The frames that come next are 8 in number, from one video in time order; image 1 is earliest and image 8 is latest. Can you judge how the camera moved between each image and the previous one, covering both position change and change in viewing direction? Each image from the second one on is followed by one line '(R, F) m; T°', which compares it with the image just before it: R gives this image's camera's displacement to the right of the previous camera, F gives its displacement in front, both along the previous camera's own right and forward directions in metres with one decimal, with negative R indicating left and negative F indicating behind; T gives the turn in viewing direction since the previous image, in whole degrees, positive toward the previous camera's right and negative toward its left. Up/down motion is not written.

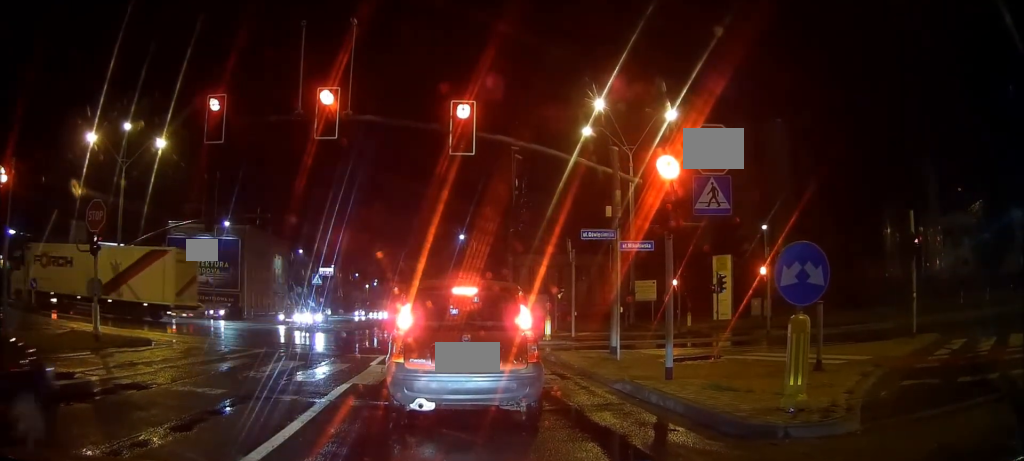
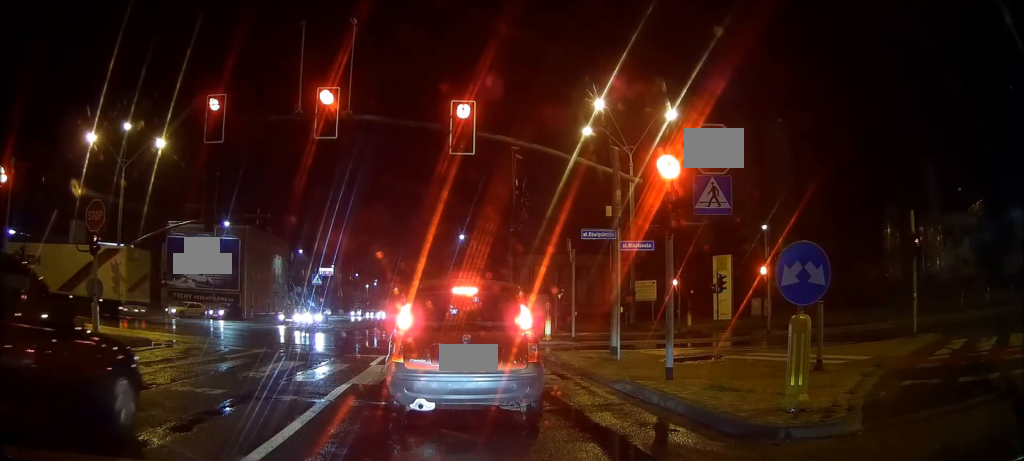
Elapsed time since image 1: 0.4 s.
(0.0, 0.0) m; 0°
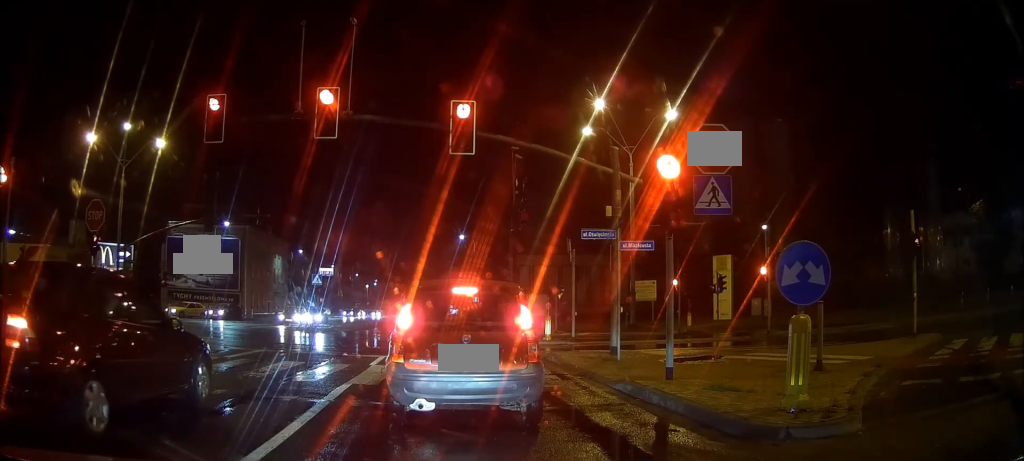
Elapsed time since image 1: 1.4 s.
(0.0, 0.0) m; 0°
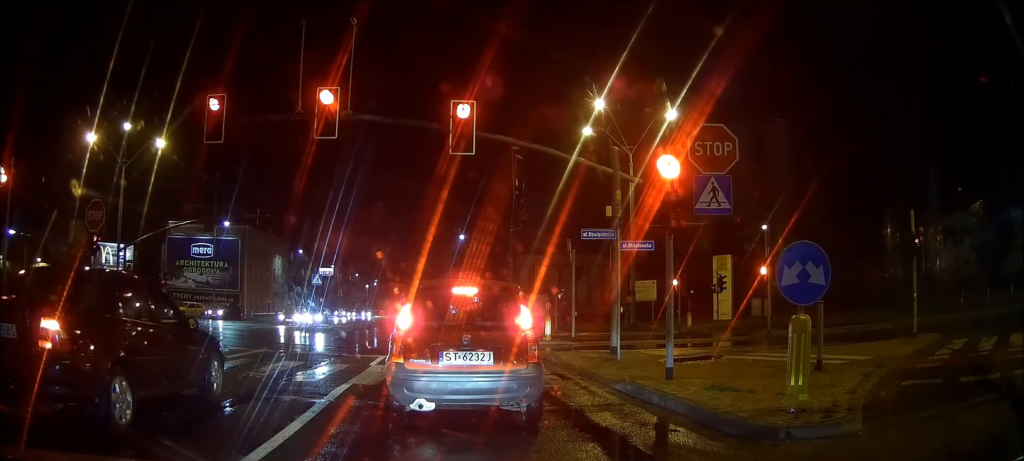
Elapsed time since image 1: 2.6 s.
(0.0, 0.0) m; 0°
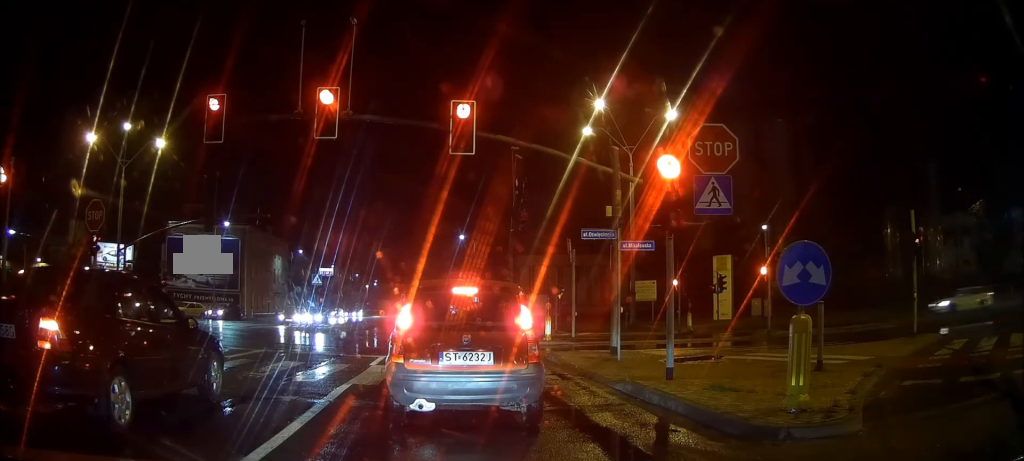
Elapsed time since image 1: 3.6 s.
(0.0, +0.1) m; 0°
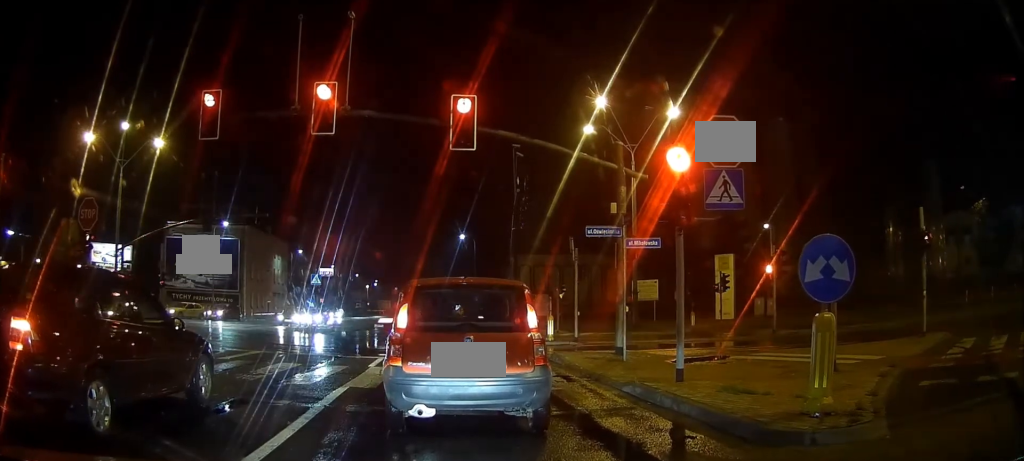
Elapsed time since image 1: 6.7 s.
(0.0, +0.3) m; 0°
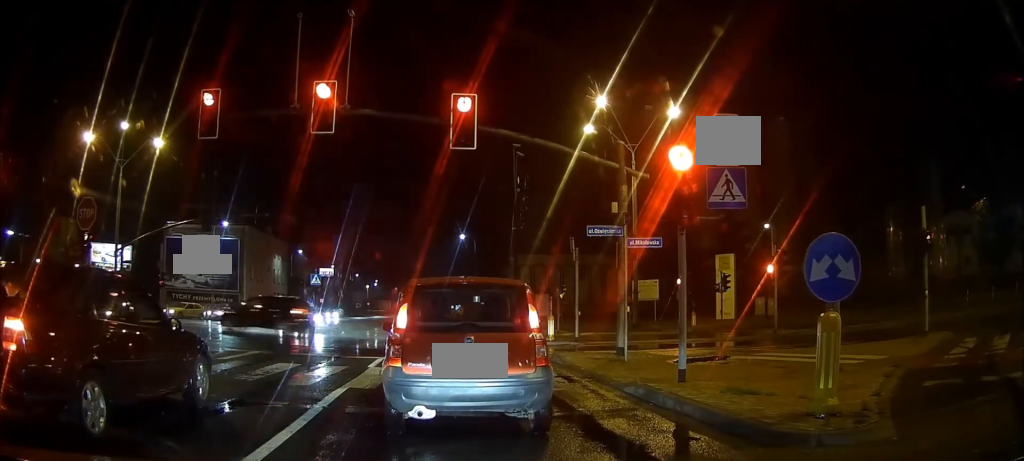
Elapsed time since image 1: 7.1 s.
(0.0, 0.0) m; 0°
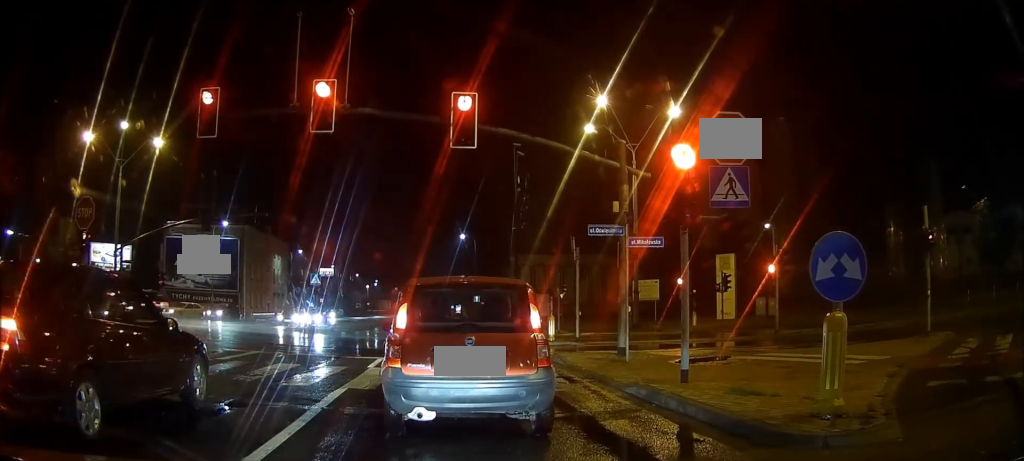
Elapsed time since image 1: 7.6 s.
(0.0, 0.0) m; 0°
